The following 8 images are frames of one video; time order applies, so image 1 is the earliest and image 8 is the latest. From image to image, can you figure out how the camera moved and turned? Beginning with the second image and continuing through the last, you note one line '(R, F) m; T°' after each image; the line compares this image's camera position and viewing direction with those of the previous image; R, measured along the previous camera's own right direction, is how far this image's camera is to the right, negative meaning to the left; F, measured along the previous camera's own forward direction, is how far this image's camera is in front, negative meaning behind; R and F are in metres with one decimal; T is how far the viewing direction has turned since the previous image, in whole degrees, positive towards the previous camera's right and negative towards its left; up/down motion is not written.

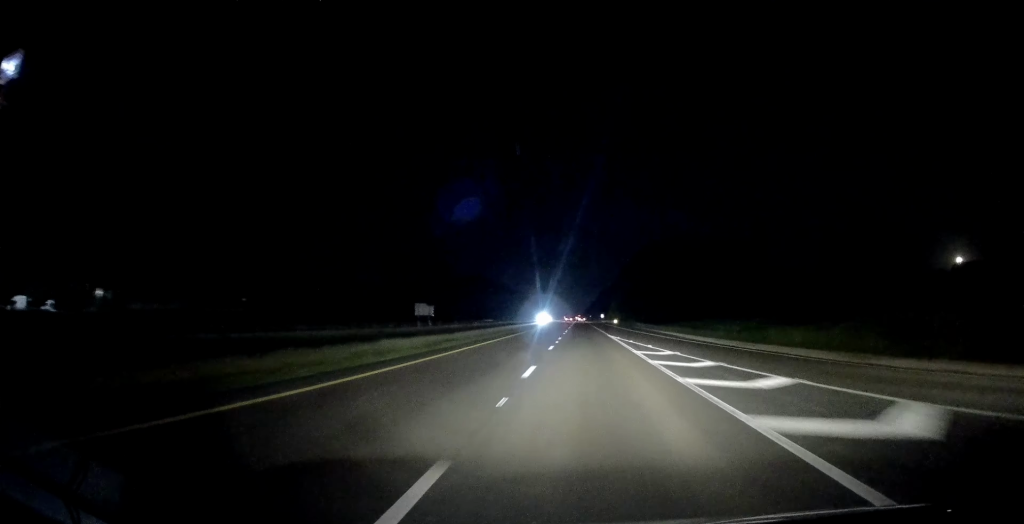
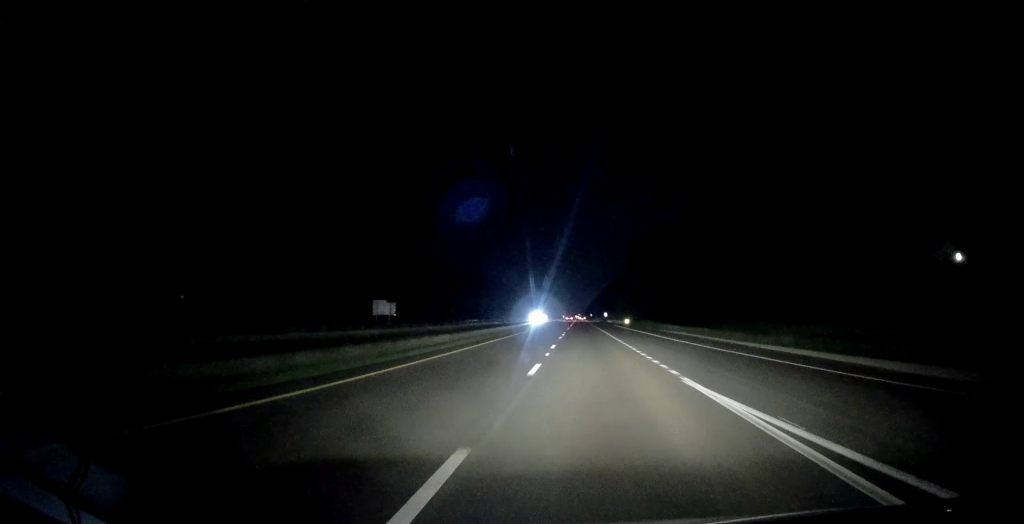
(+0.3, +36.7) m; 0°
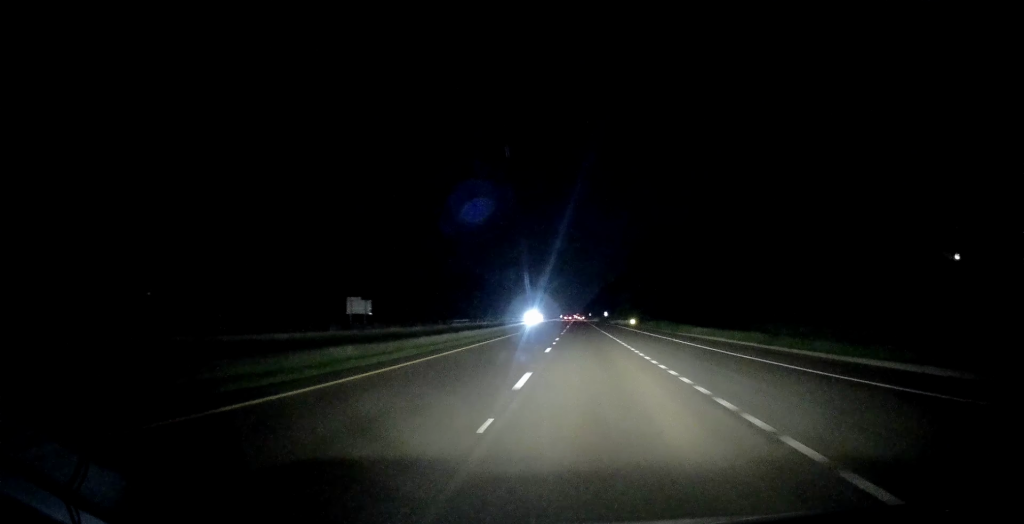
(+0.4, +15.1) m; 0°
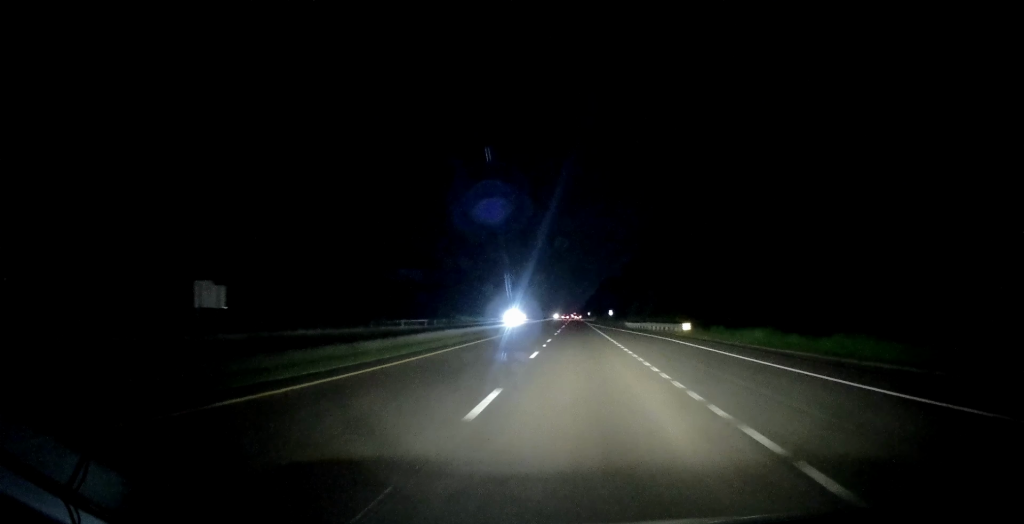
(-0.5, +51.6) m; 0°
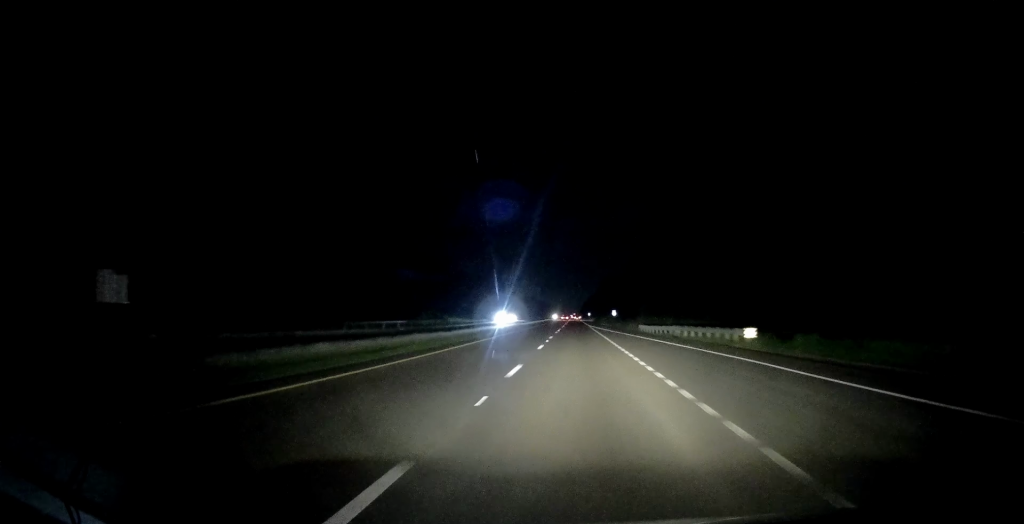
(+0.2, +18.3) m; 0°
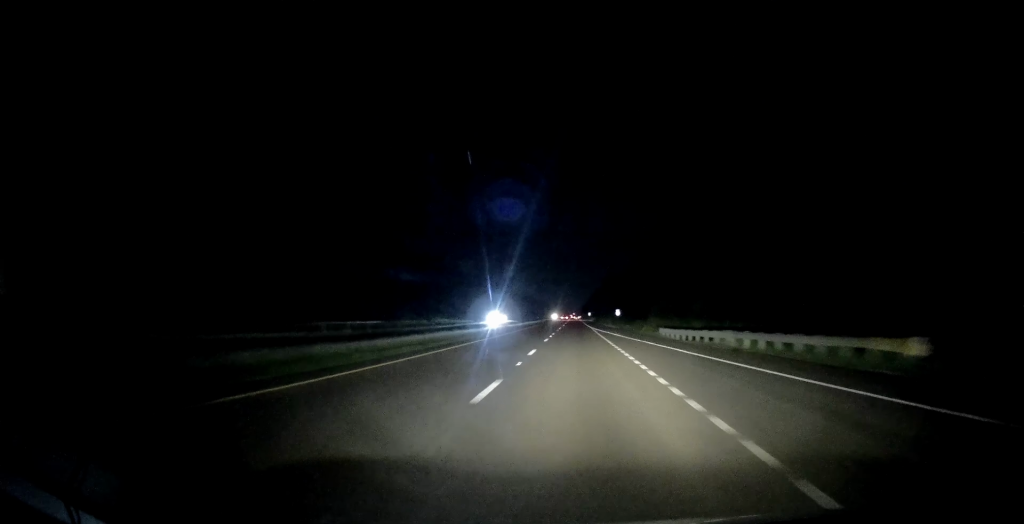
(-0.2, +16.2) m; 0°
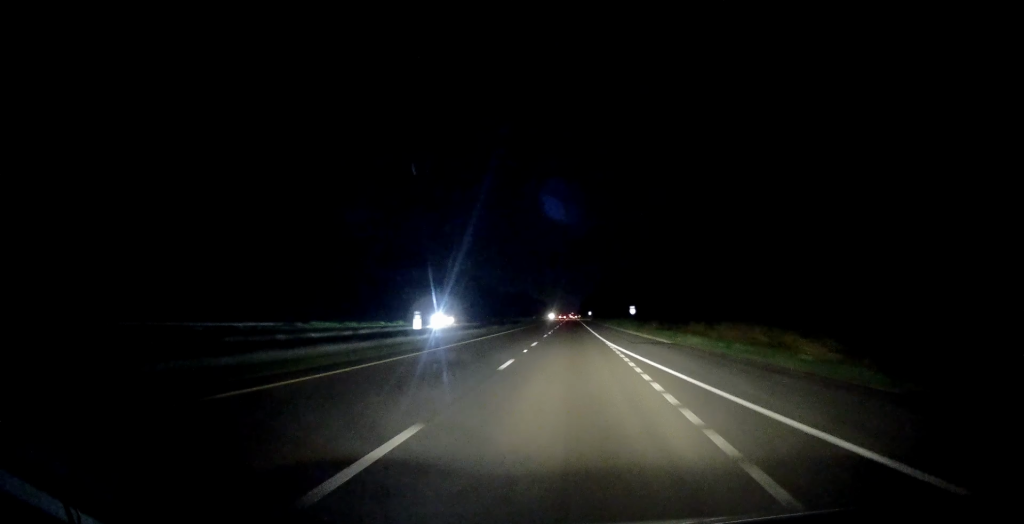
(+0.4, +42.2) m; +1°
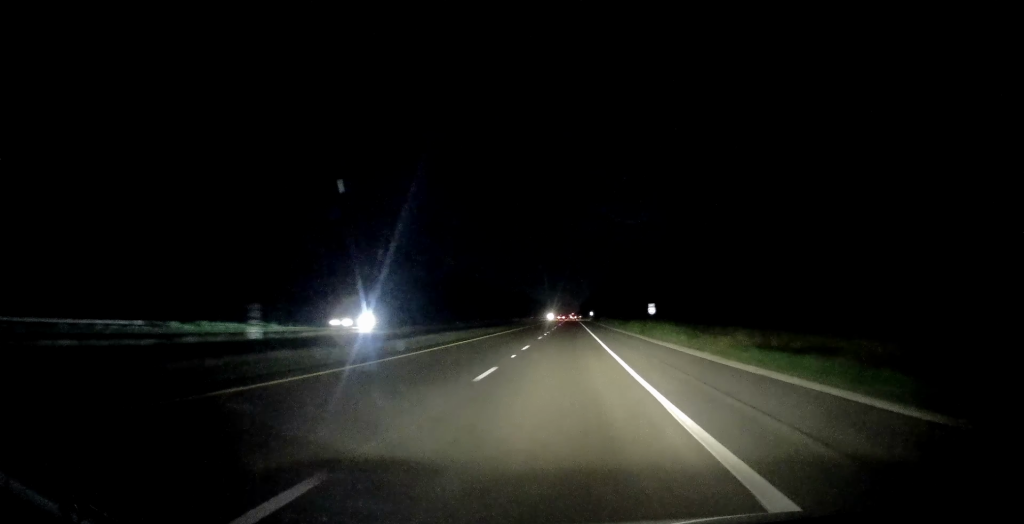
(-0.1, +27.0) m; -1°
